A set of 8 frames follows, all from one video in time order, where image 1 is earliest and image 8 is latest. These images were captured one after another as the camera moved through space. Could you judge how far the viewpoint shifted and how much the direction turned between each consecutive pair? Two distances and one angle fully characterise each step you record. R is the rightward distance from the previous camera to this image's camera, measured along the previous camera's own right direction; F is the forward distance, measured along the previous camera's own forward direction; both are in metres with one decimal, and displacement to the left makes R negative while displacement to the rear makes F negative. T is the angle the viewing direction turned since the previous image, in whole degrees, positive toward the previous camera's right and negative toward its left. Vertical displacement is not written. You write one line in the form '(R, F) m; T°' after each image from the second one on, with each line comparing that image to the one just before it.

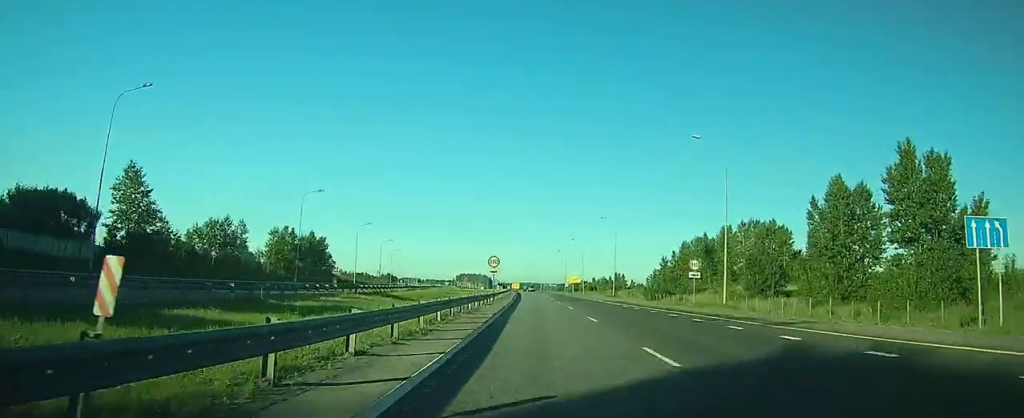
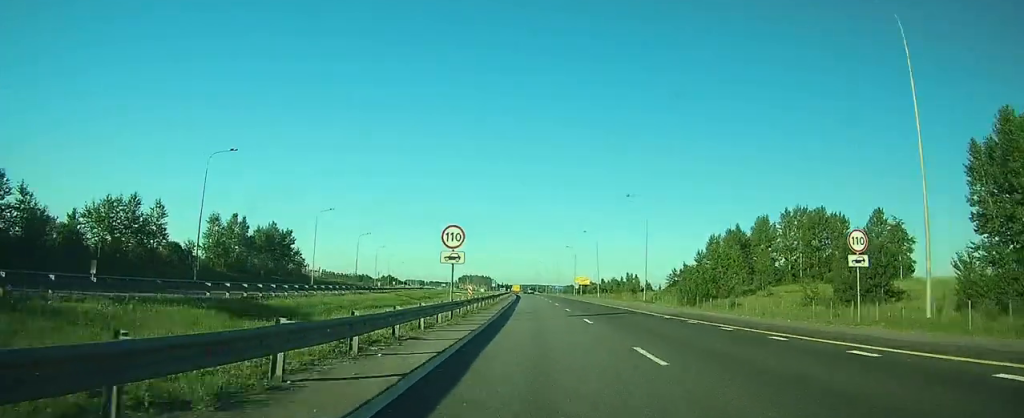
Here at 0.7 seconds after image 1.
(0.0, +23.3) m; 0°
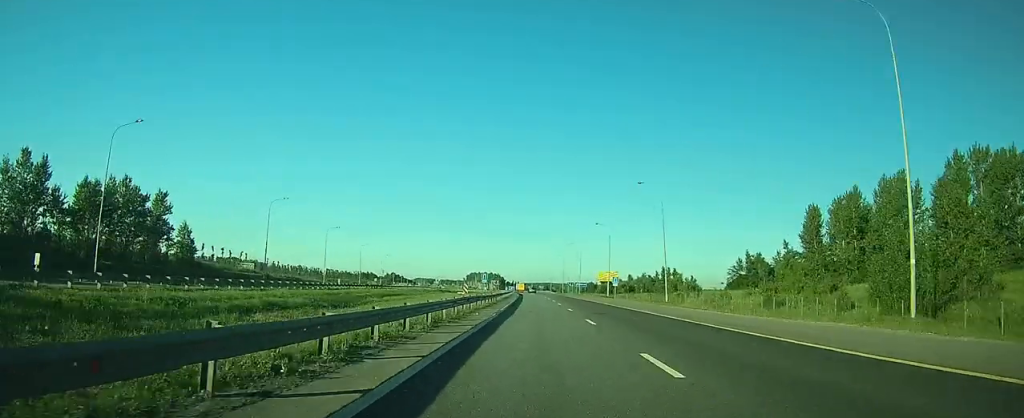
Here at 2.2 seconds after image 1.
(-0.5, +49.0) m; -1°
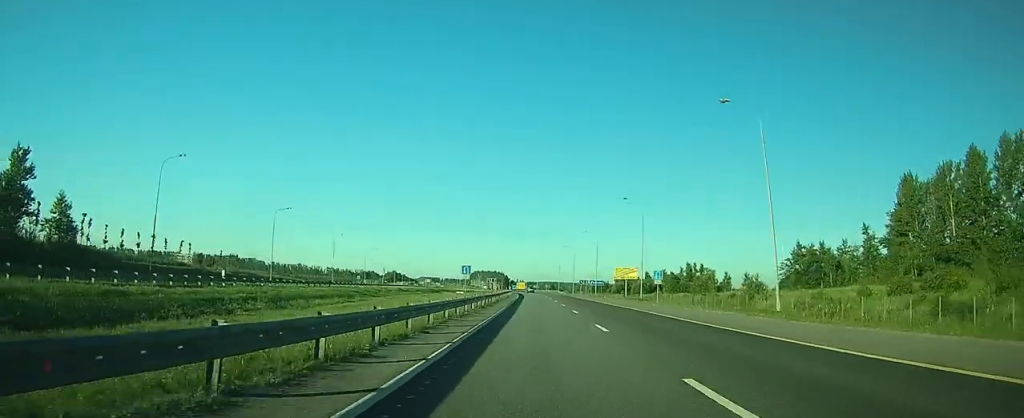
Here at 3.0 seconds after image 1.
(-0.2, +26.9) m; 0°
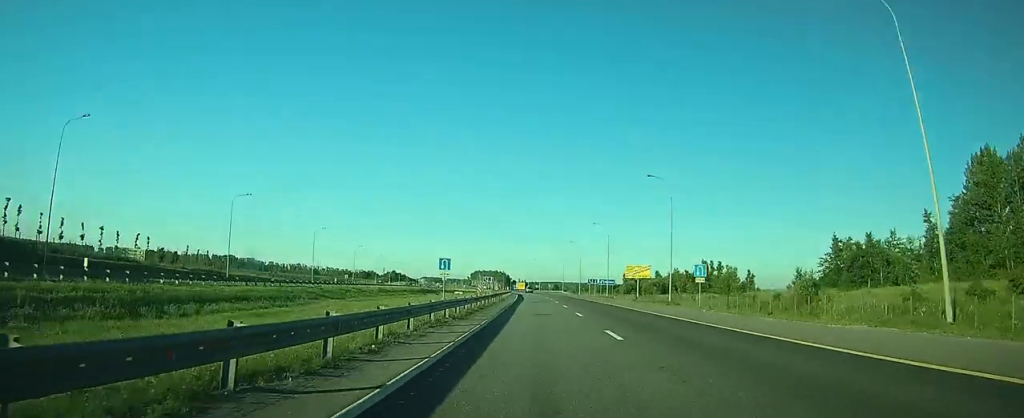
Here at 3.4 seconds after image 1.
(0.0, +14.6) m; 0°
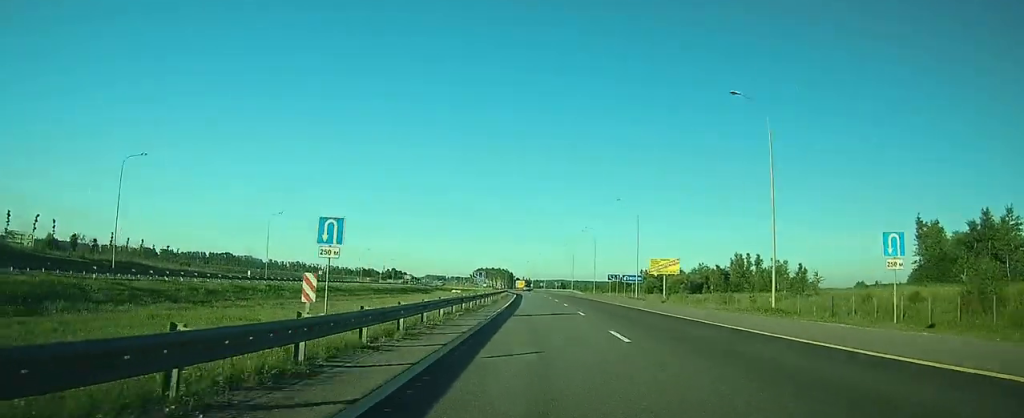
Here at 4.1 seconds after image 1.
(0.0, +24.9) m; 0°
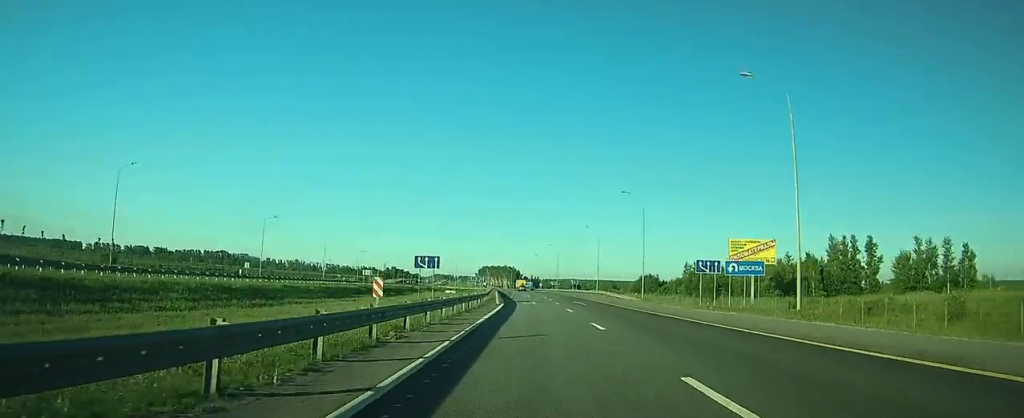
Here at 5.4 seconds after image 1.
(0.0, +44.3) m; -1°
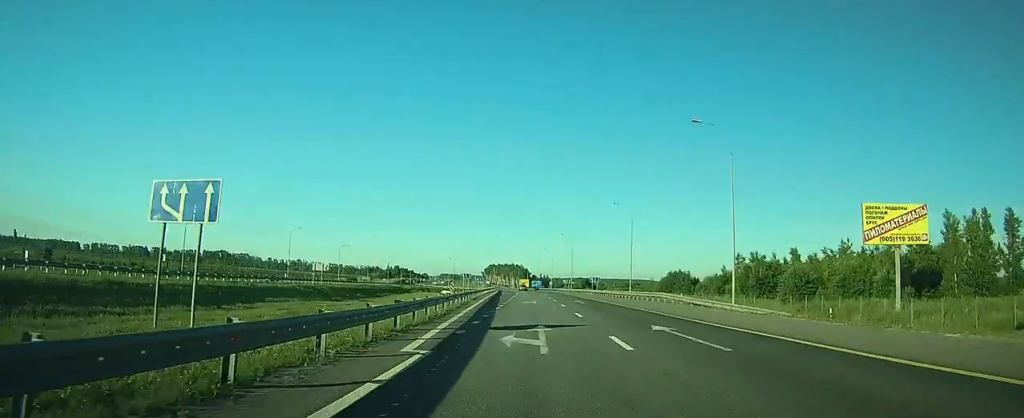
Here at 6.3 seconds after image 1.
(-0.3, +29.7) m; -1°
